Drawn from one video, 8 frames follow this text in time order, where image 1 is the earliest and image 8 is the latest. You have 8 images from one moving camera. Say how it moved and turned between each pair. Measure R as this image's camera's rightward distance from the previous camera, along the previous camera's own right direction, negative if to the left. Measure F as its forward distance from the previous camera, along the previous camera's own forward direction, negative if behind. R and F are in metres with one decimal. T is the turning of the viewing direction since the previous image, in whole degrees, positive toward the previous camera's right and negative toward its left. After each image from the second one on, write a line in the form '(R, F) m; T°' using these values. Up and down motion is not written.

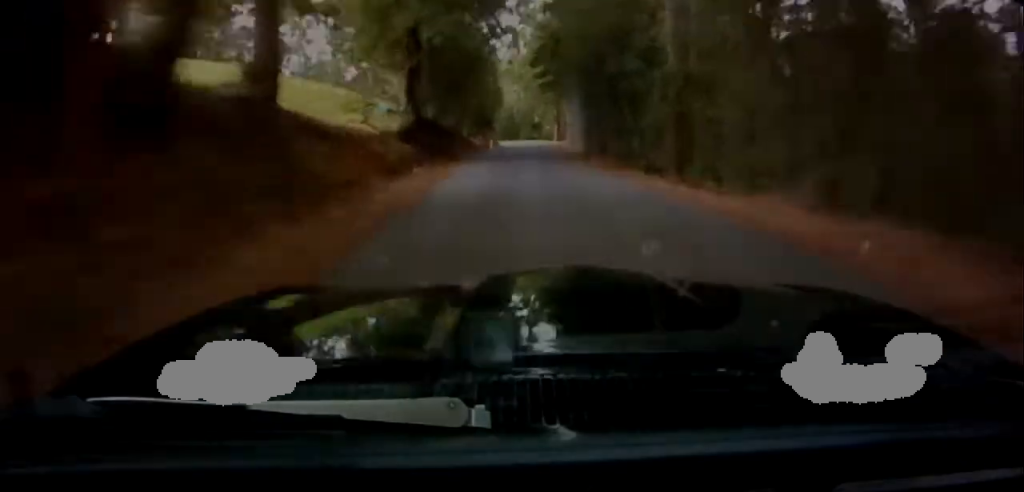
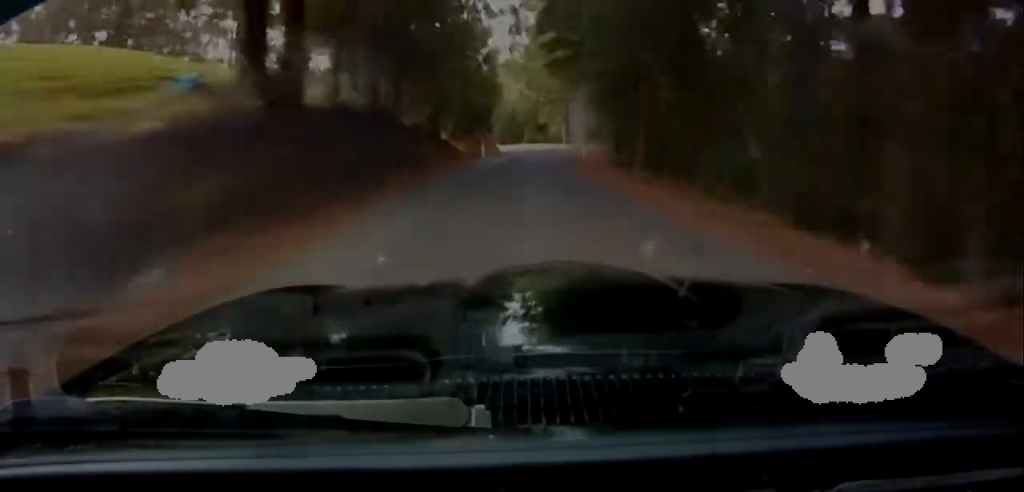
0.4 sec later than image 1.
(-0.2, +17.2) m; -1°
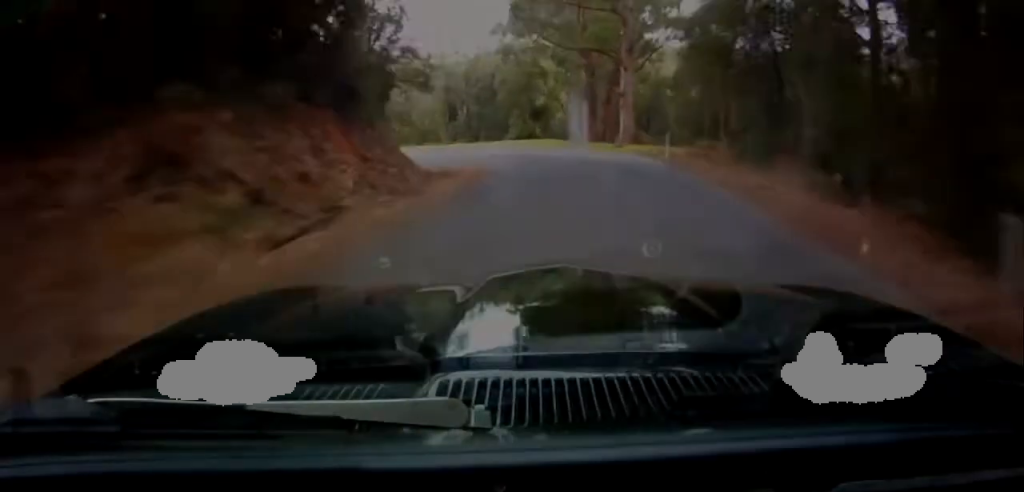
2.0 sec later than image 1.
(-2.0, +57.7) m; -3°
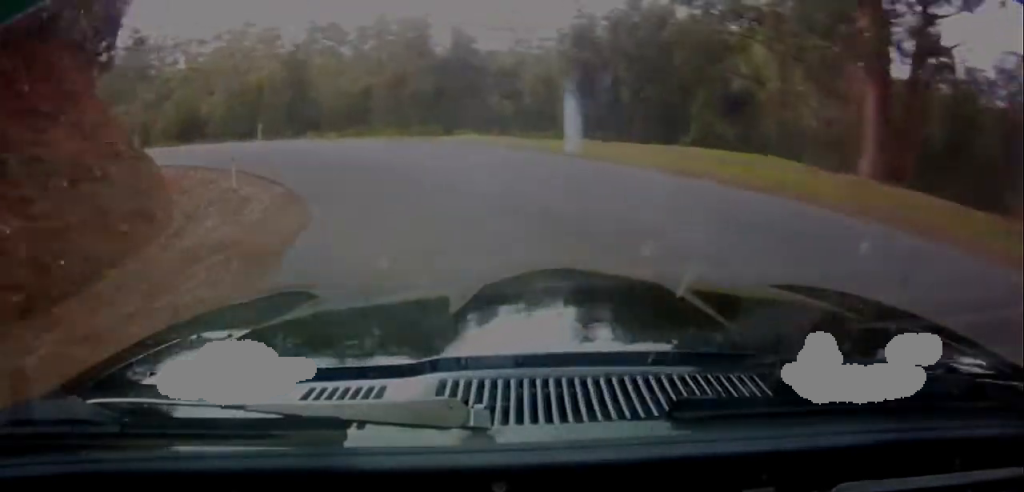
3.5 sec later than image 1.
(-0.7, +43.5) m; -6°
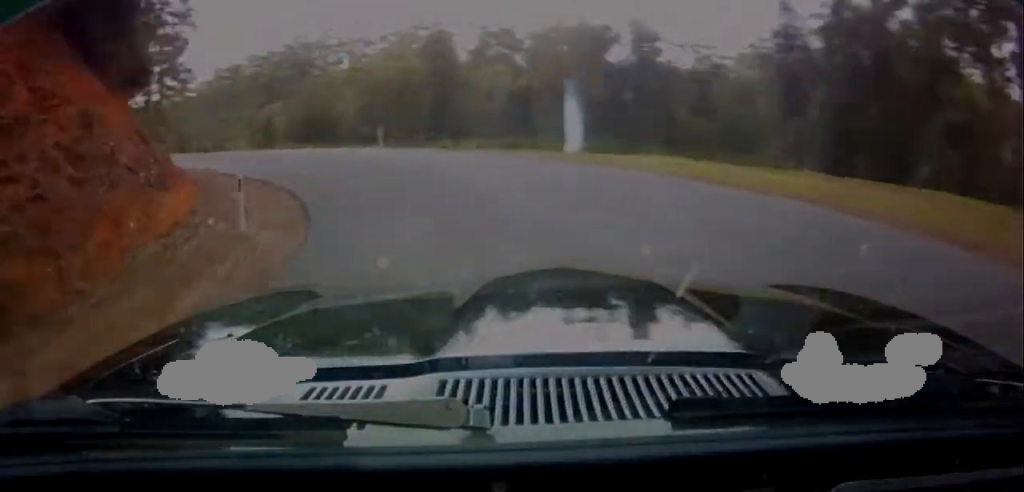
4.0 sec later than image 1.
(+0.3, +11.9) m; -4°
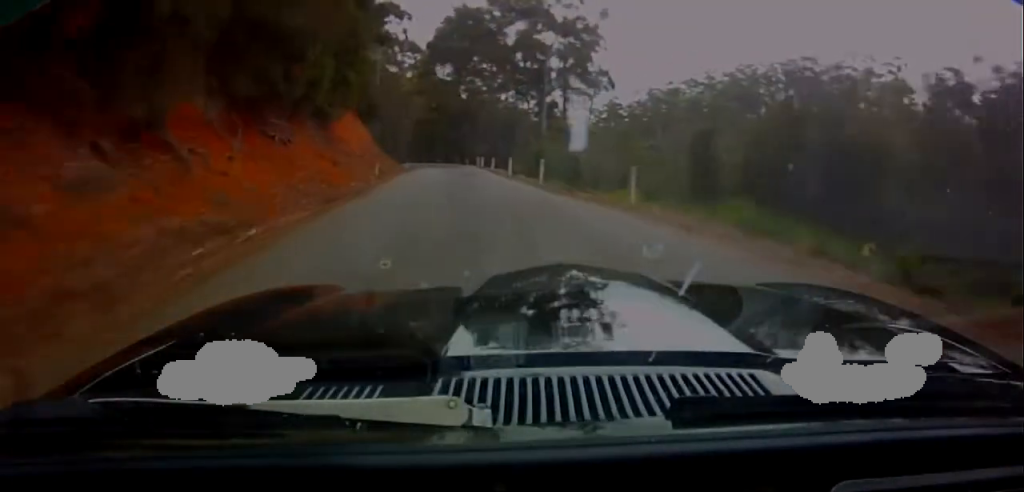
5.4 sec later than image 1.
(-7.4, +25.7) m; -40°
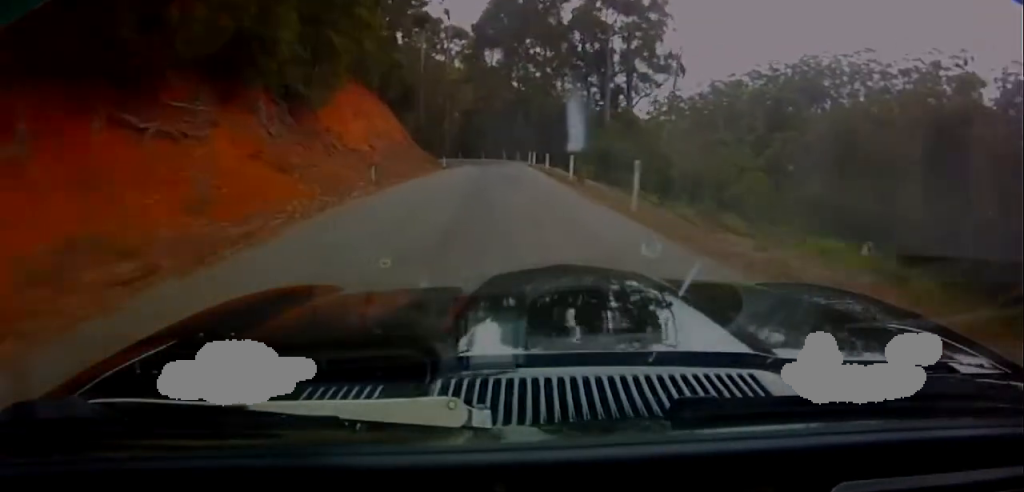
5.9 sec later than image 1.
(-1.9, +8.2) m; -16°
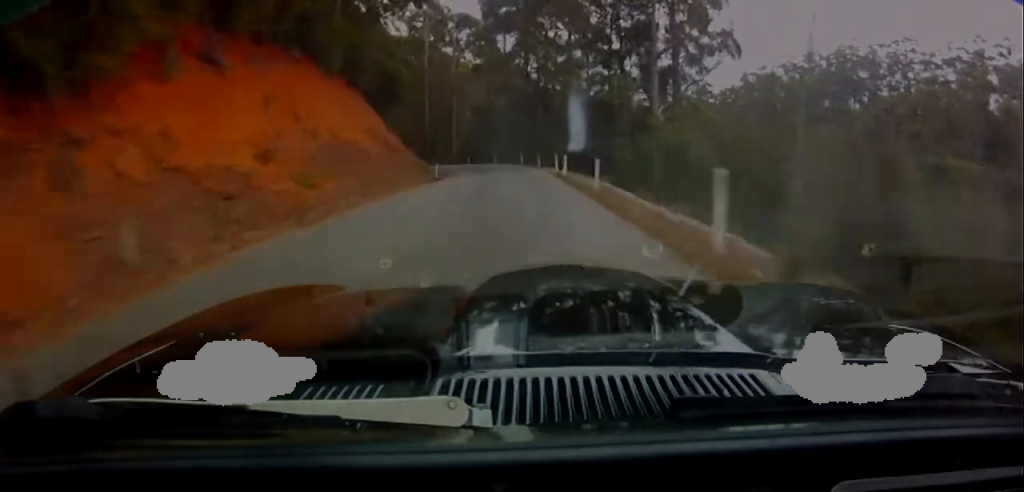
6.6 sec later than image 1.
(-2.1, +12.4) m; -12°
